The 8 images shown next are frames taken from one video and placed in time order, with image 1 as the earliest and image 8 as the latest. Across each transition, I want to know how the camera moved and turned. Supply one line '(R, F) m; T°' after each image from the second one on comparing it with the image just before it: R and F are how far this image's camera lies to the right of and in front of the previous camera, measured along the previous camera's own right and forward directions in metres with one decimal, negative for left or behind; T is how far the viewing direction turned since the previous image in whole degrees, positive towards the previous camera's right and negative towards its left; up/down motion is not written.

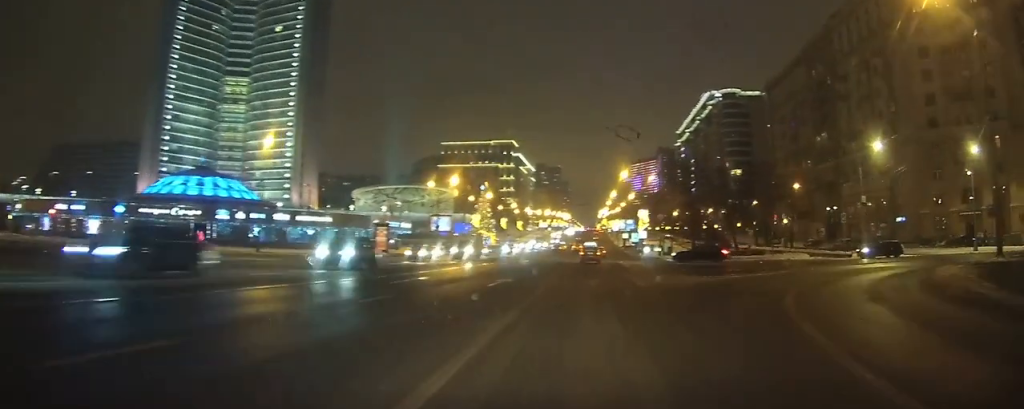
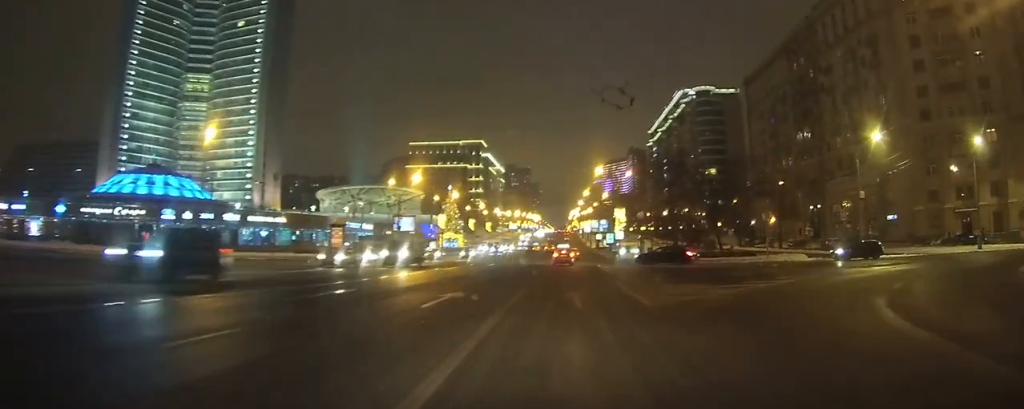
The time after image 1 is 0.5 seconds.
(+0.2, +6.3) m; +3°
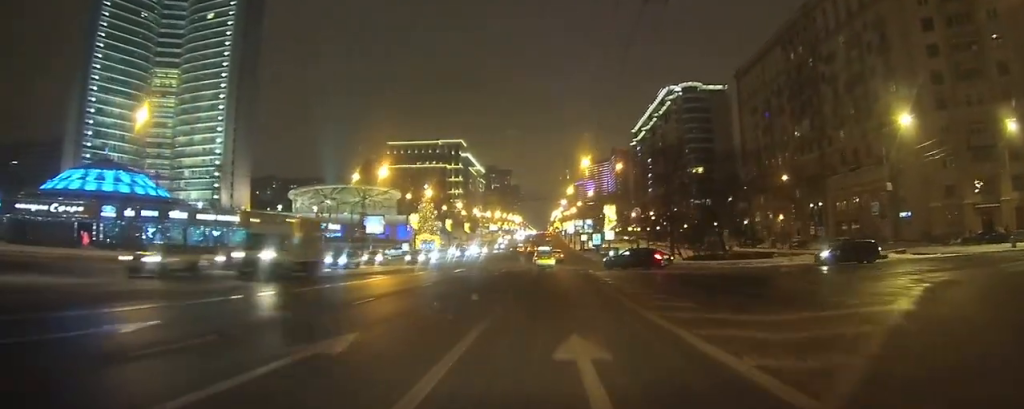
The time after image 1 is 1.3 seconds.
(+0.2, +8.7) m; +3°
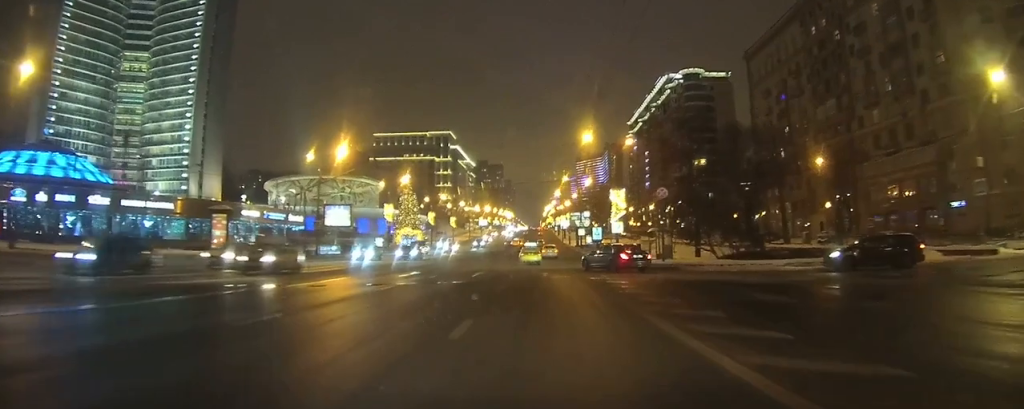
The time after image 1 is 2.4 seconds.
(+0.4, +13.3) m; +3°
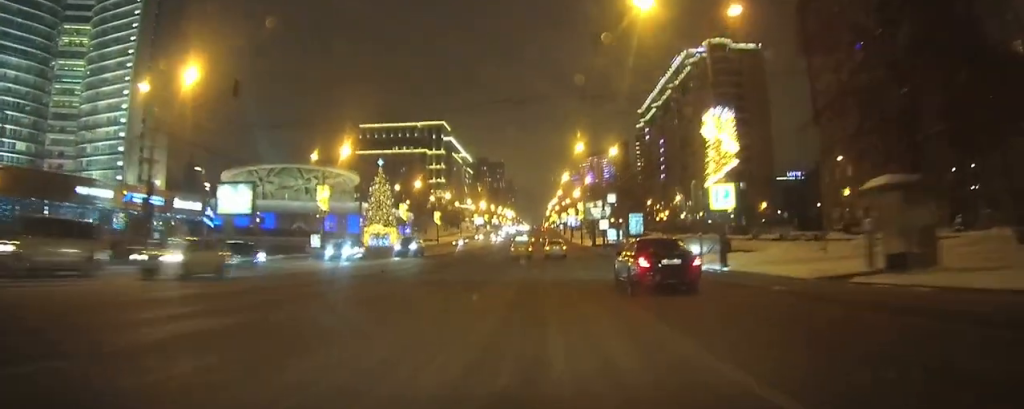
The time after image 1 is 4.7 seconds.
(+0.5, +29.5) m; +1°
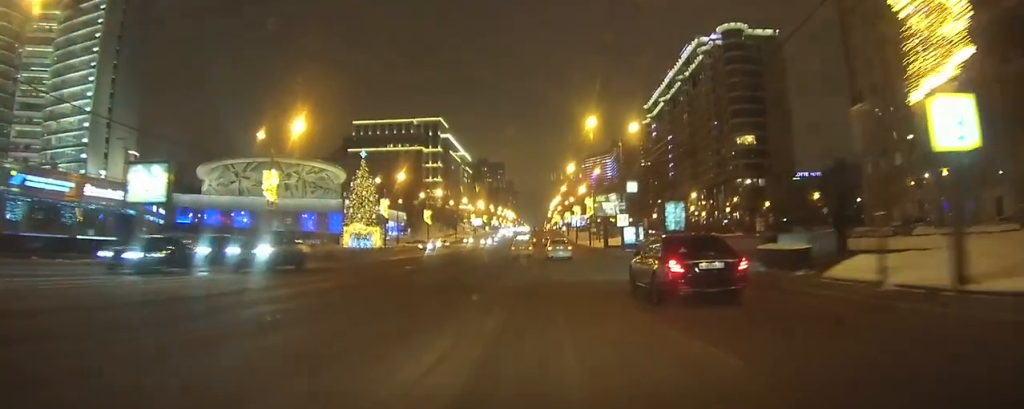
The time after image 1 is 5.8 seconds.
(-0.1, +13.1) m; -1°
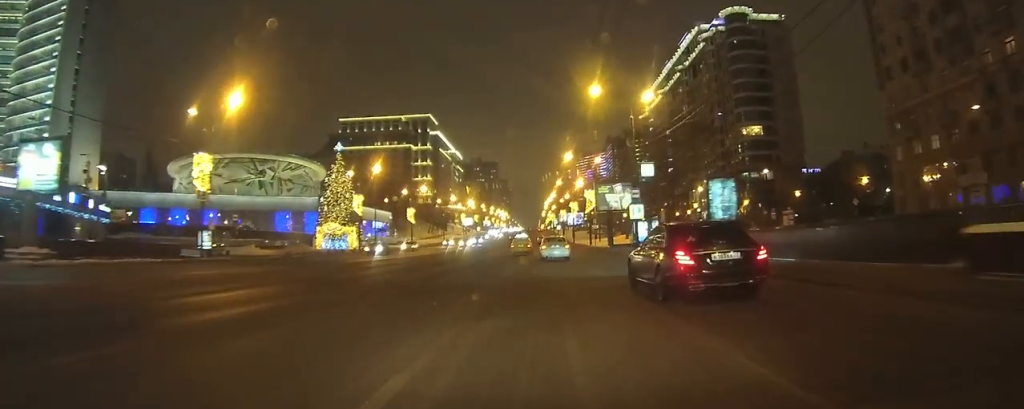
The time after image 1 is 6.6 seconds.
(-0.1, +10.3) m; 0°
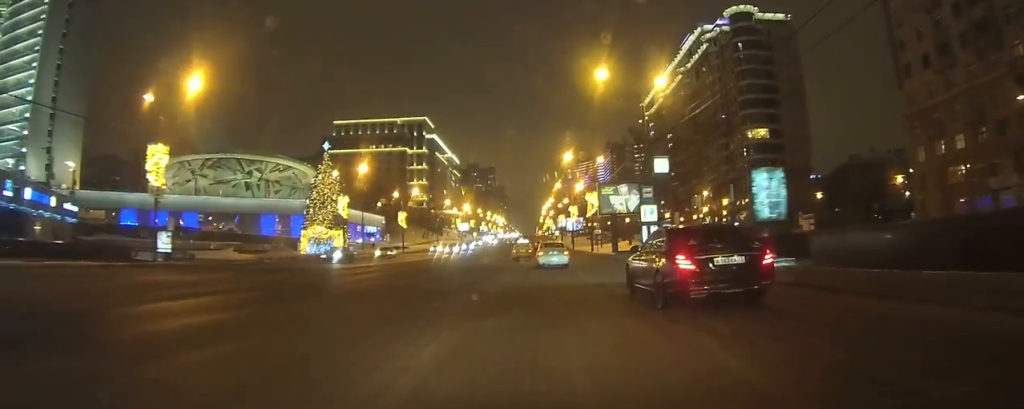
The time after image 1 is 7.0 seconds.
(0.0, +5.7) m; 0°
